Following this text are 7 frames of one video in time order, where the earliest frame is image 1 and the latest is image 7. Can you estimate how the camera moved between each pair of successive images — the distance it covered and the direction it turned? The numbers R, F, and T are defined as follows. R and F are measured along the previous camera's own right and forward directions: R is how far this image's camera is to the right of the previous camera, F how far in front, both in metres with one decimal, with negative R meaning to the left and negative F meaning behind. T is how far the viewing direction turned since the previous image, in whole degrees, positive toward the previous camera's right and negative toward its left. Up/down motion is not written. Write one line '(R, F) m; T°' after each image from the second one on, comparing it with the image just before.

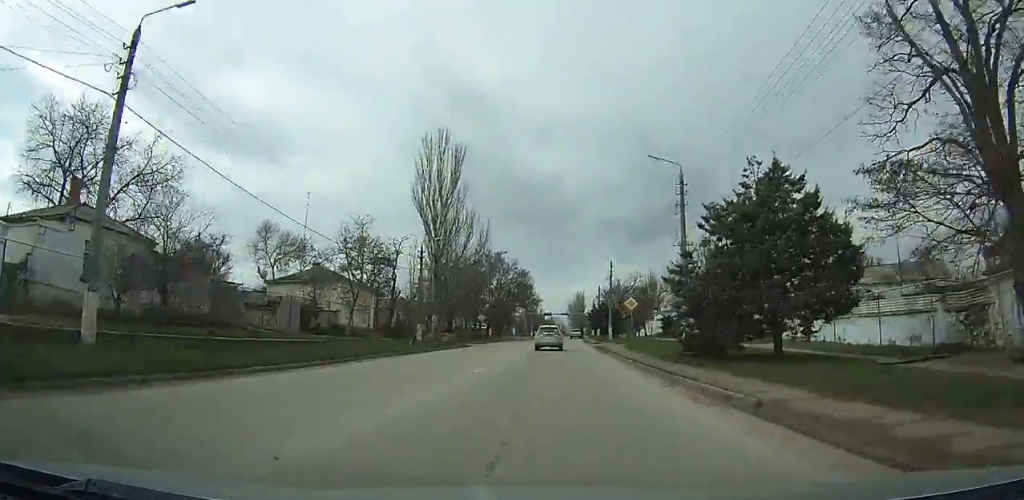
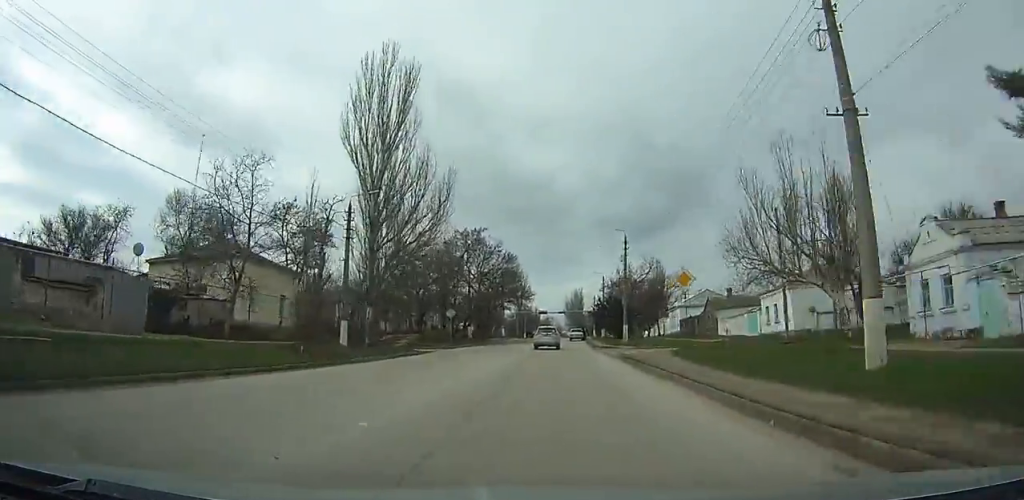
(+0.1, +18.4) m; +1°
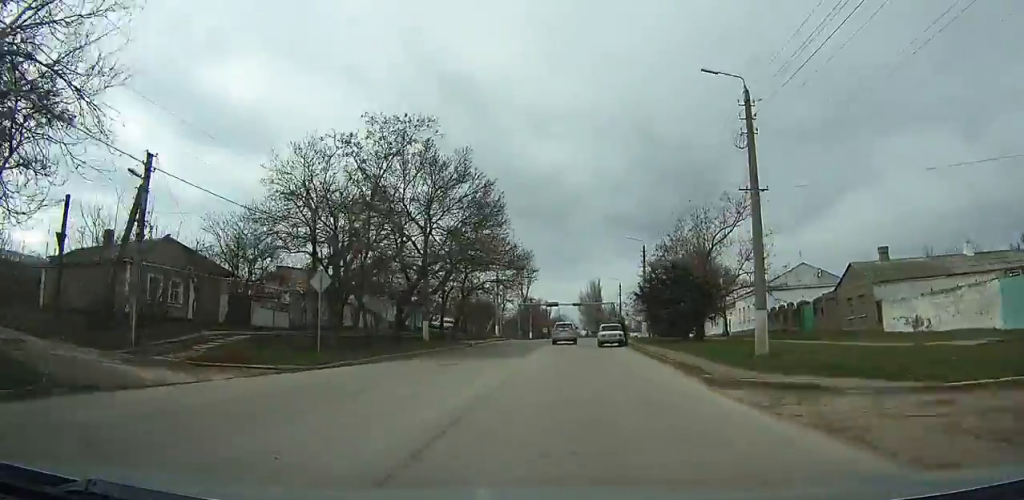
(+0.3, +30.7) m; 0°
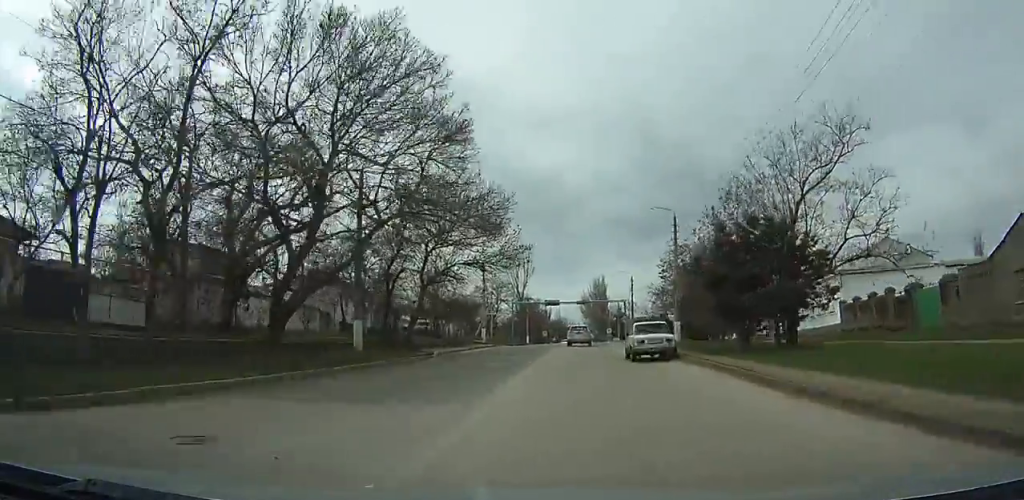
(-0.1, +15.2) m; +1°
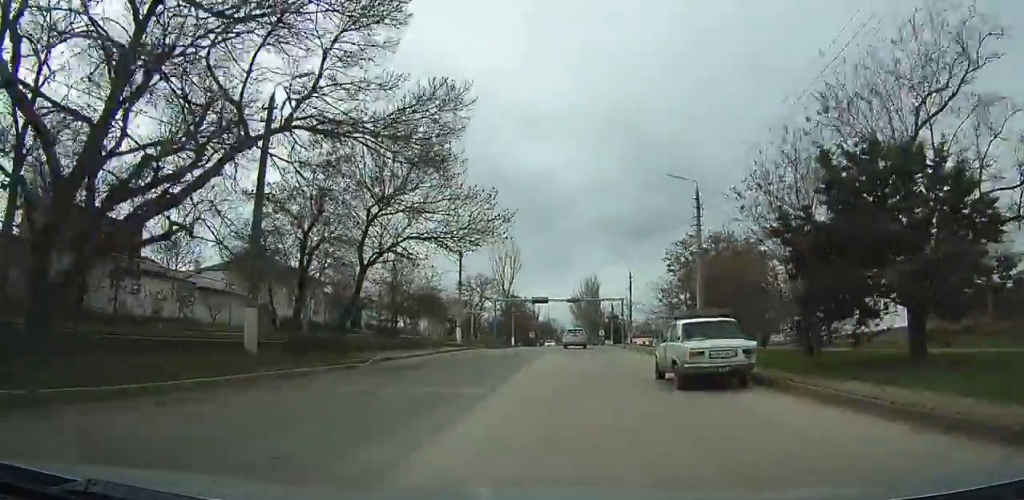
(-0.1, +9.5) m; 0°
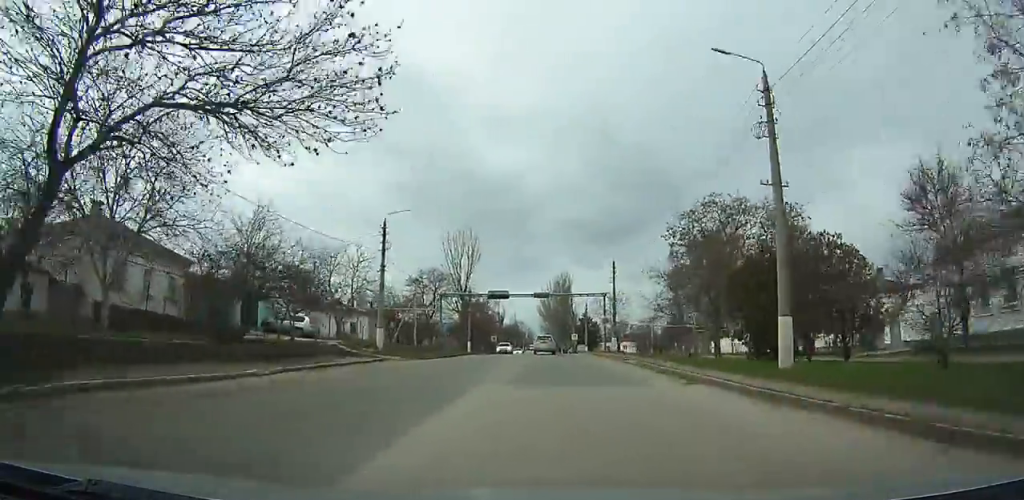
(+0.5, +15.7) m; -2°
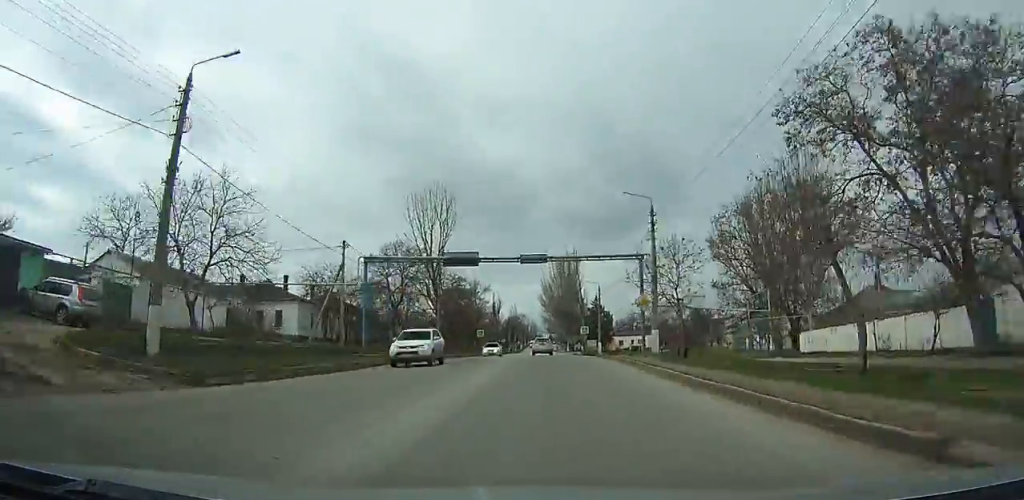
(-1.3, +22.8) m; +1°
